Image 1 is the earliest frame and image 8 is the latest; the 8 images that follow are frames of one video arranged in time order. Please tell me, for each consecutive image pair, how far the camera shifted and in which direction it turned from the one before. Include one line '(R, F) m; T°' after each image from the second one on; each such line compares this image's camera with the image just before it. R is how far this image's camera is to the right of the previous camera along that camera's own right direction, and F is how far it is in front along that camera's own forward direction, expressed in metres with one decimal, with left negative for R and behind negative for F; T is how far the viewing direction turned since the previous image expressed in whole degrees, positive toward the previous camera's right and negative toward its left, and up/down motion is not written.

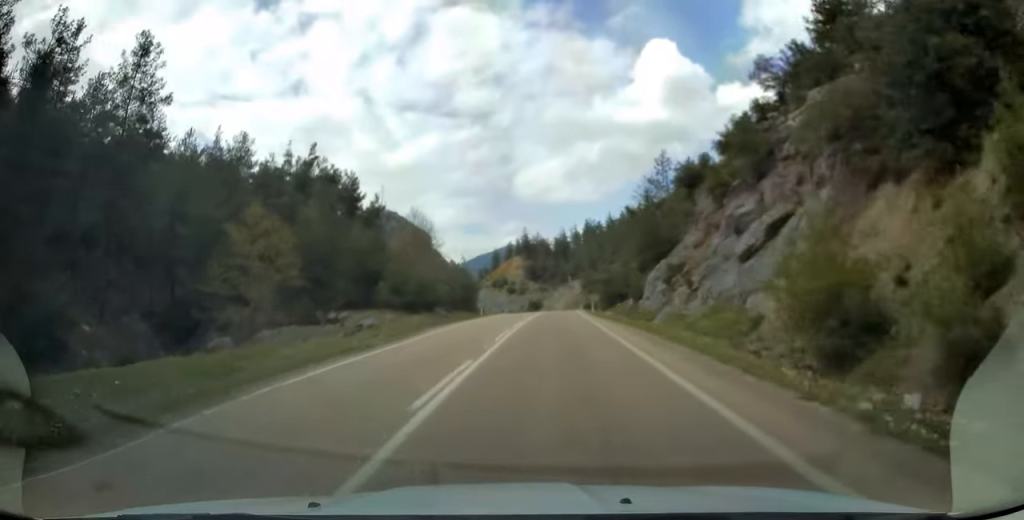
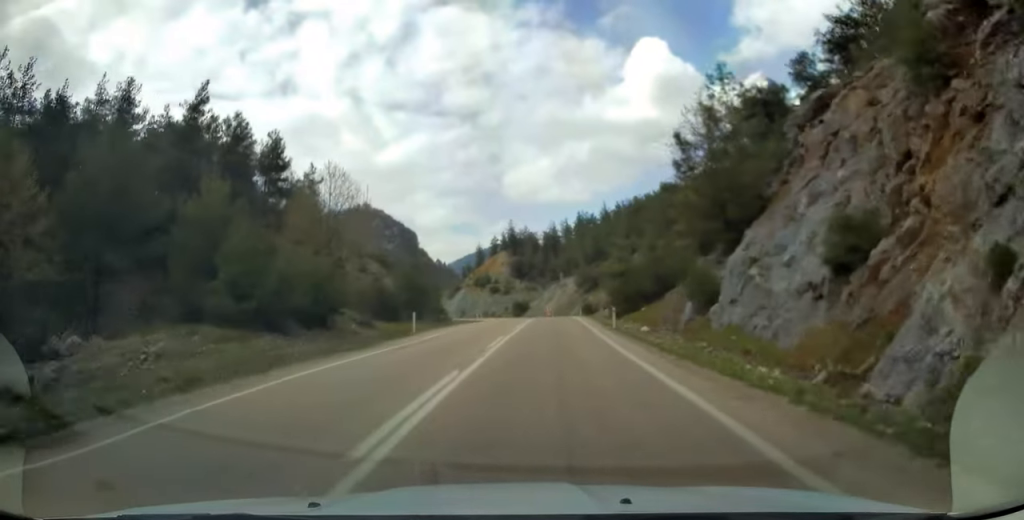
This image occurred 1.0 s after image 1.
(+0.5, +23.8) m; +2°
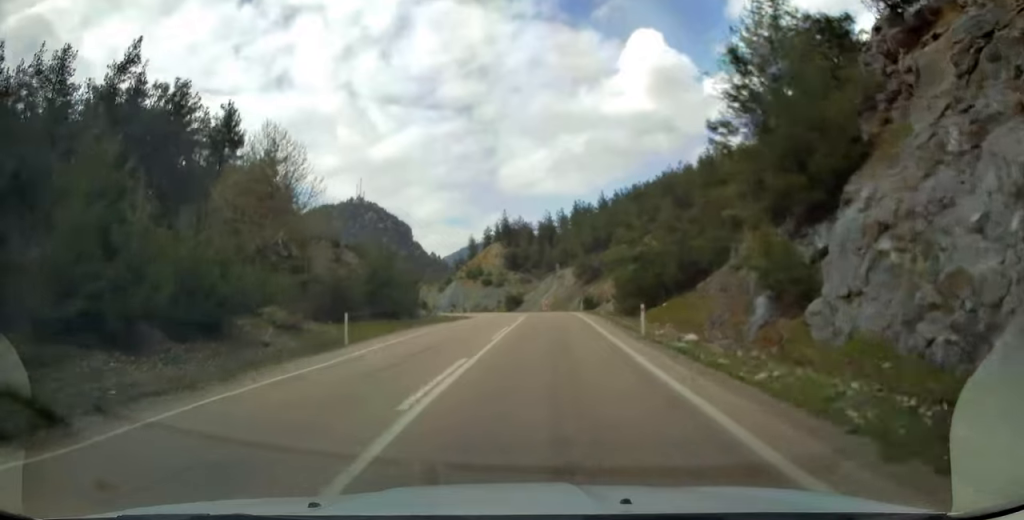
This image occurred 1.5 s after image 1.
(+0.1, +9.9) m; 0°
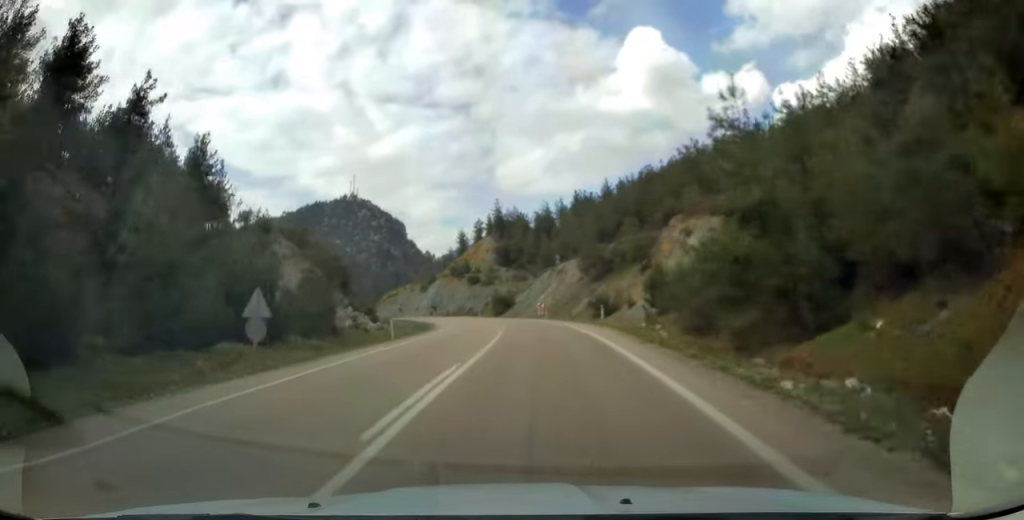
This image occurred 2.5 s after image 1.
(0.0, +23.6) m; -1°
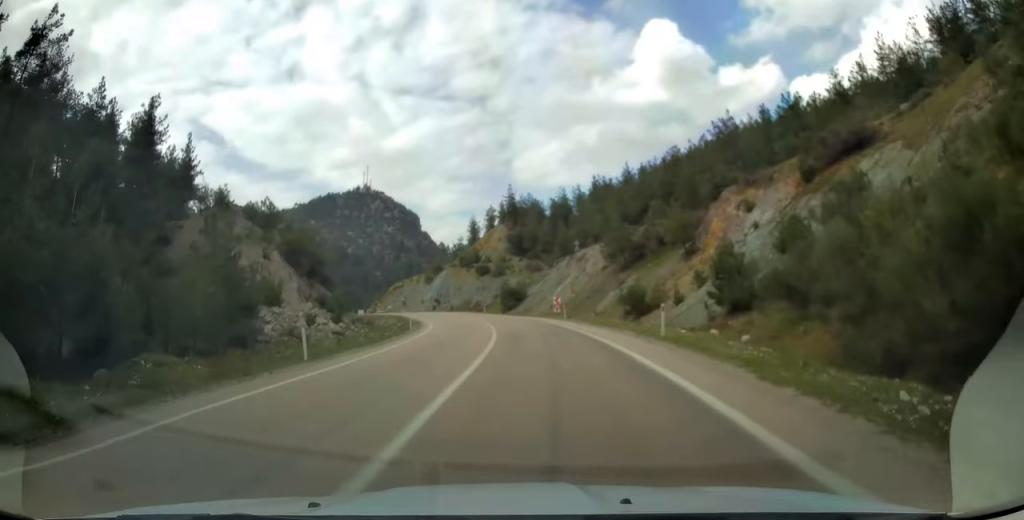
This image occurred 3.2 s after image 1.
(0.0, +13.4) m; -1°
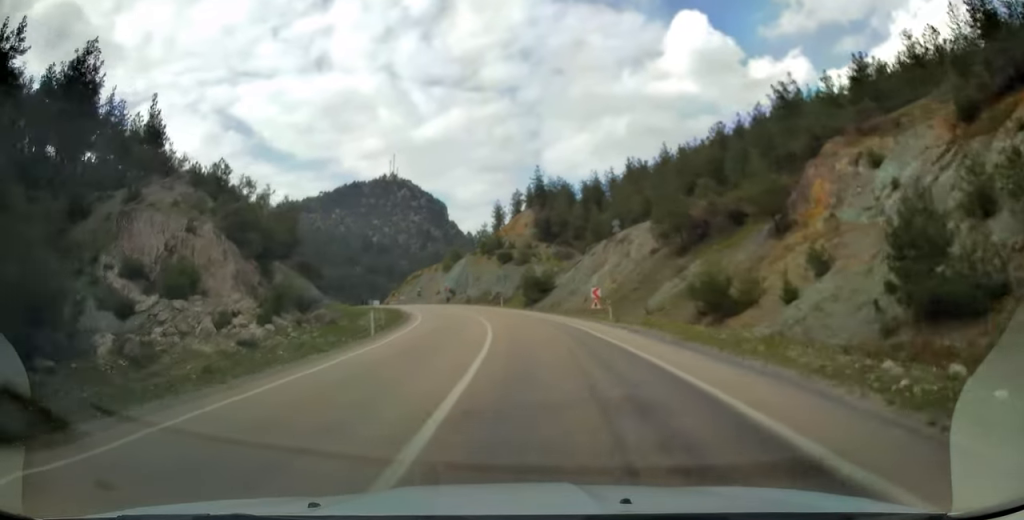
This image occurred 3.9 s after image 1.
(-0.3, +14.7) m; -2°
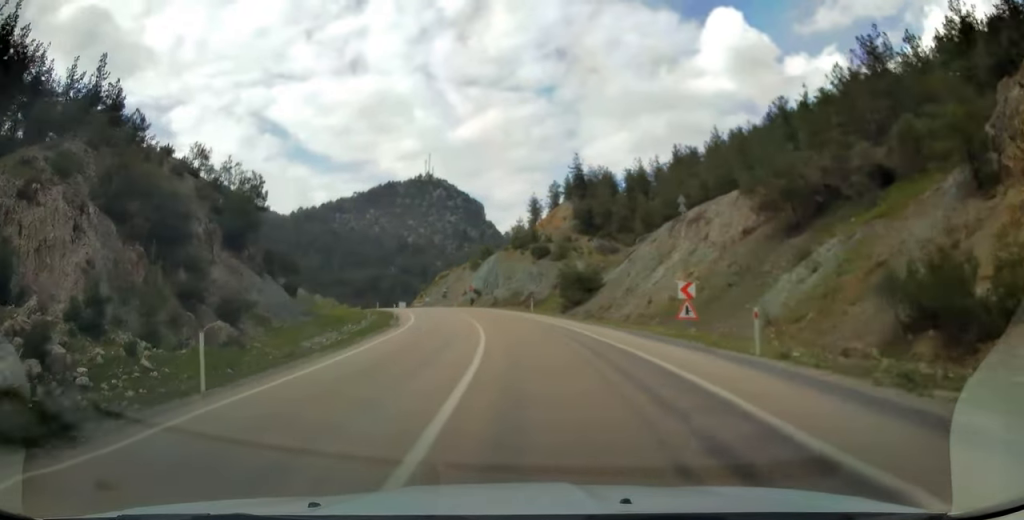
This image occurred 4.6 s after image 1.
(-0.4, +15.9) m; -4°
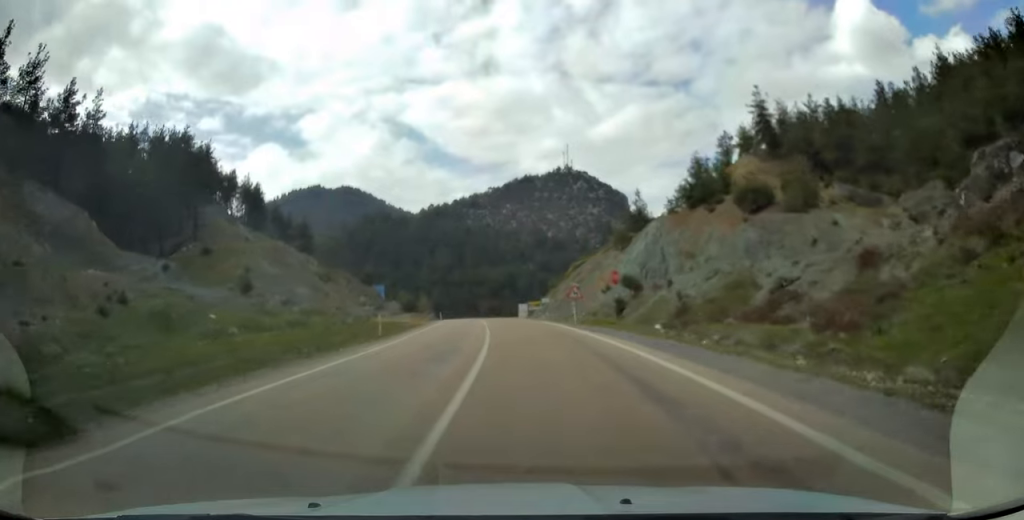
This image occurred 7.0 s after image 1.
(-6.1, +47.2) m; -13°
